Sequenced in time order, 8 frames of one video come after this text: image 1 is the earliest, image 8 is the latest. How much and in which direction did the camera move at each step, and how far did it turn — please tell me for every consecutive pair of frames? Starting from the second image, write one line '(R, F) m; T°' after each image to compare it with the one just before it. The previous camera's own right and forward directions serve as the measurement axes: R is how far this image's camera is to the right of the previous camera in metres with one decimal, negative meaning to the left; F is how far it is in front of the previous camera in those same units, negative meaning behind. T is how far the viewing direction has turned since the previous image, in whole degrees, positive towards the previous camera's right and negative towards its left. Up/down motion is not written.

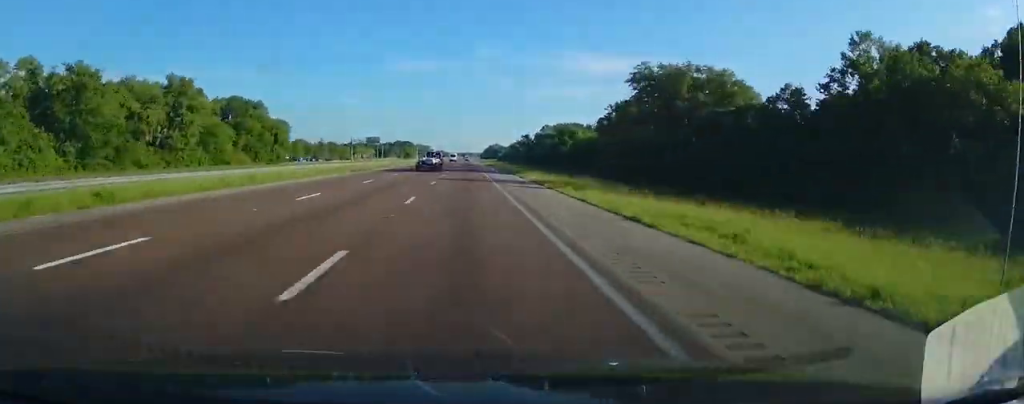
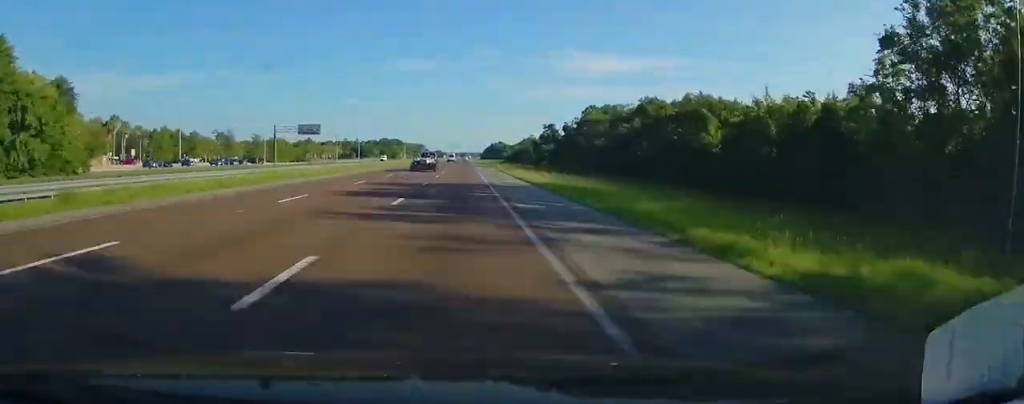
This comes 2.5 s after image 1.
(+0.5, +85.6) m; 0°
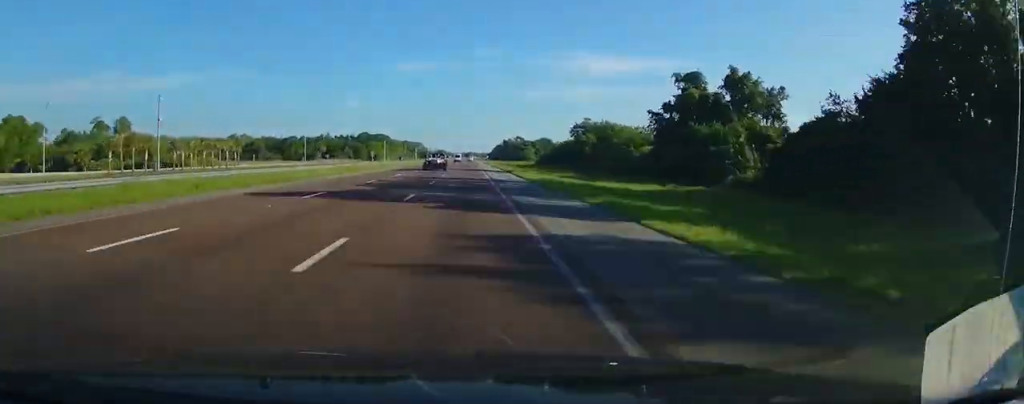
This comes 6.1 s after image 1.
(-0.4, +121.2) m; 0°
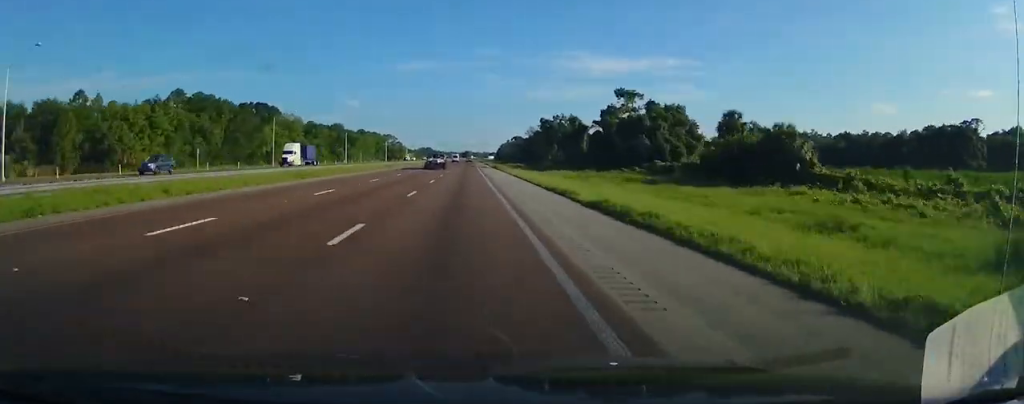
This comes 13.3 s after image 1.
(-0.6, +243.8) m; 0°
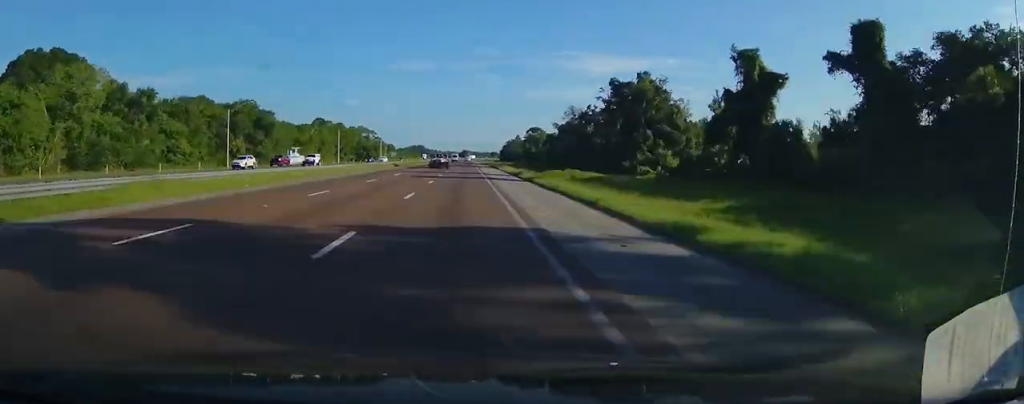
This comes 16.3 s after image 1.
(-0.4, +100.9) m; 0°
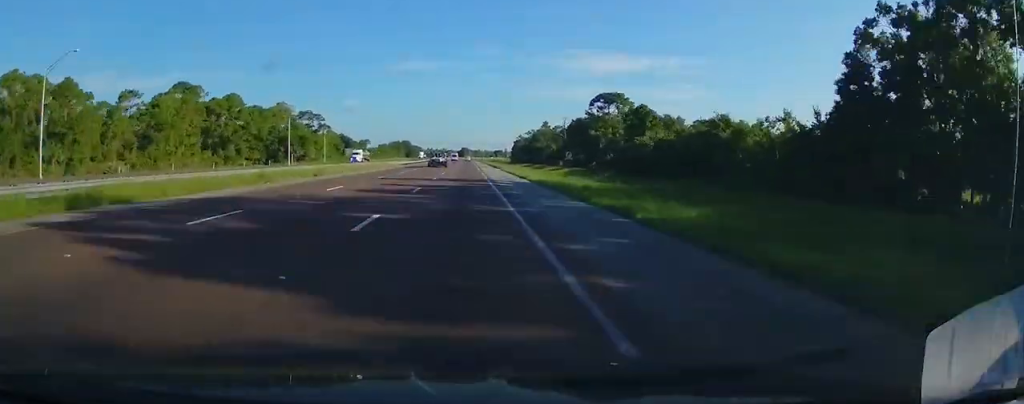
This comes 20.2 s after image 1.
(+0.3, +132.7) m; 0°
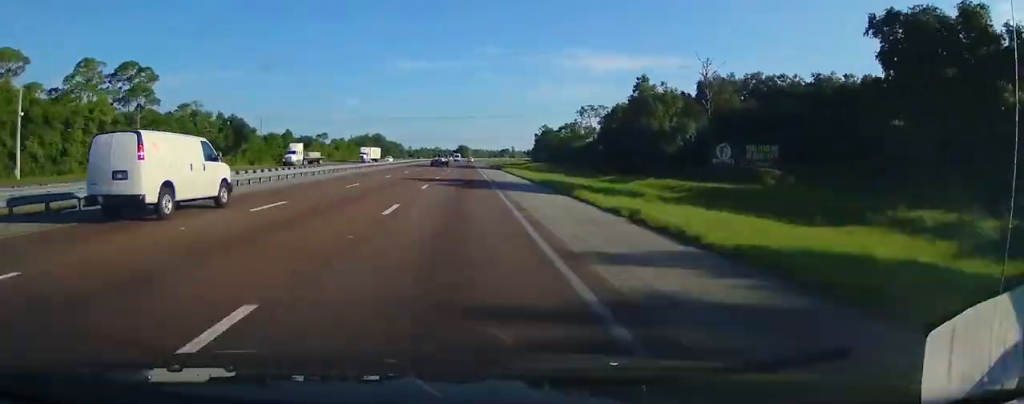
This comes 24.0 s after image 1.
(+0.3, +132.0) m; +1°
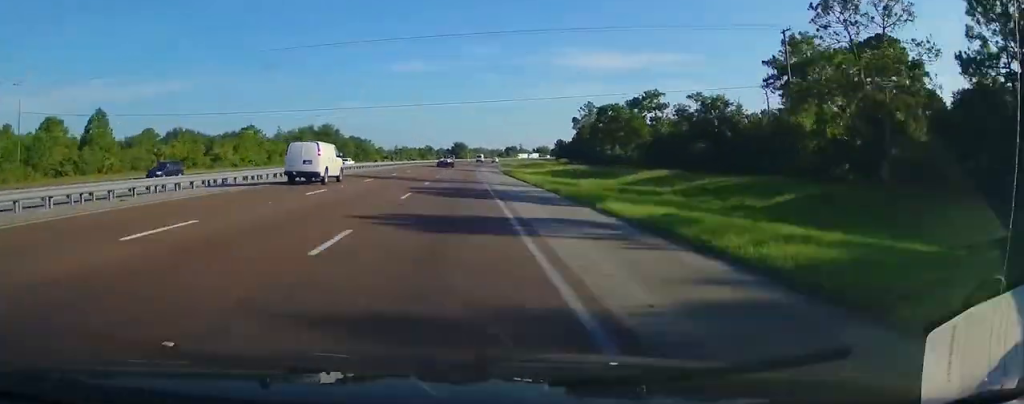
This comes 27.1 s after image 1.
(+0.5, +105.3) m; +2°
